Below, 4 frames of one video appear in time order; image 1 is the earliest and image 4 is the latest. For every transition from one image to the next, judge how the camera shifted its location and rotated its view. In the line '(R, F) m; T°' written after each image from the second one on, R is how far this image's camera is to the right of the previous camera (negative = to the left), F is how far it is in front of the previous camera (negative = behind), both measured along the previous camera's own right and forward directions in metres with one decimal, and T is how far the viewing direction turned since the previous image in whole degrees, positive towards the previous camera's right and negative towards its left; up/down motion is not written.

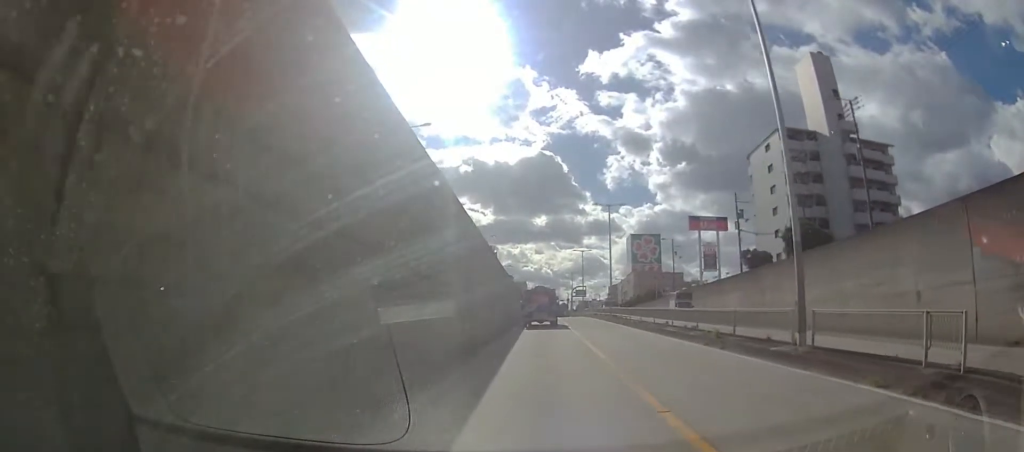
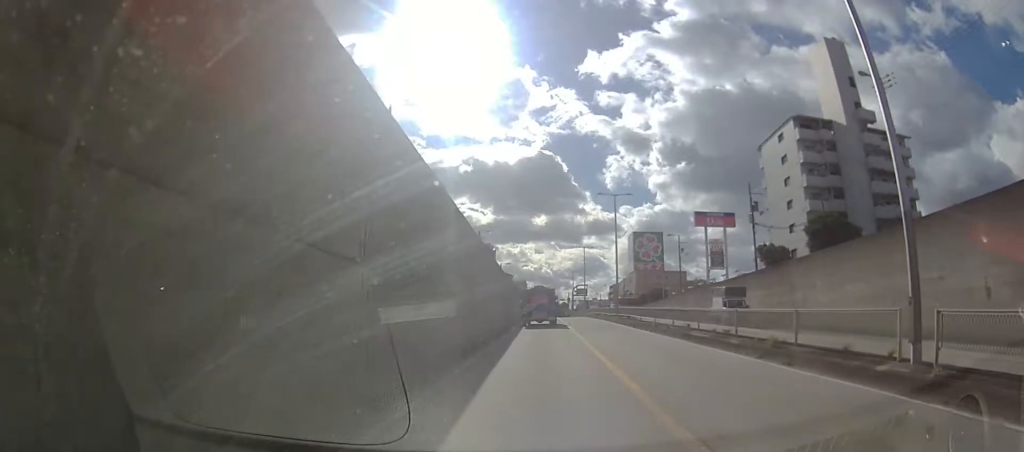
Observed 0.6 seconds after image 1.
(+0.2, +4.1) m; +6°
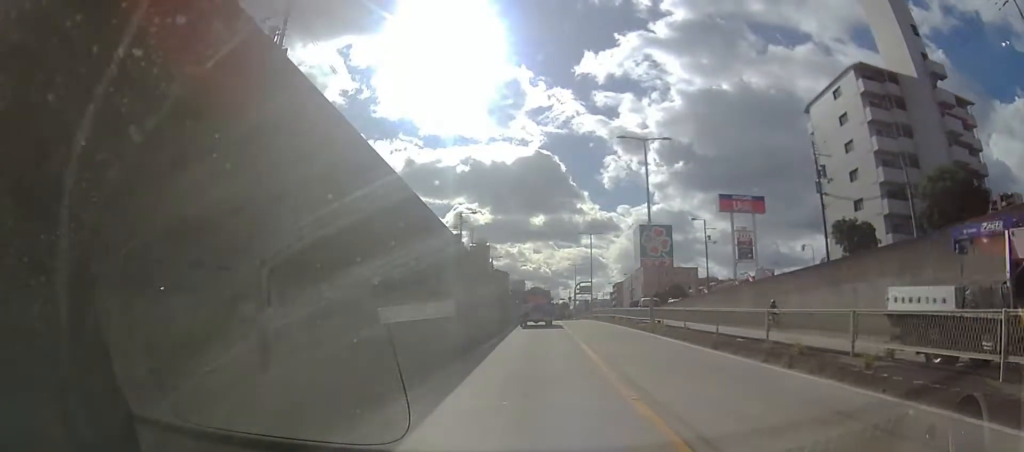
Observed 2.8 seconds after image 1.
(+1.6, +15.1) m; +6°
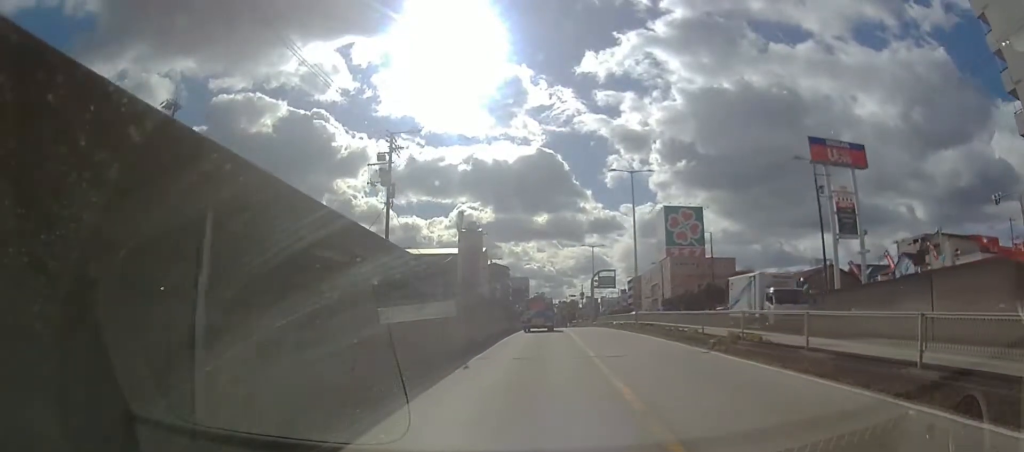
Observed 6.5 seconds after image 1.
(+0.9, +28.1) m; +1°
